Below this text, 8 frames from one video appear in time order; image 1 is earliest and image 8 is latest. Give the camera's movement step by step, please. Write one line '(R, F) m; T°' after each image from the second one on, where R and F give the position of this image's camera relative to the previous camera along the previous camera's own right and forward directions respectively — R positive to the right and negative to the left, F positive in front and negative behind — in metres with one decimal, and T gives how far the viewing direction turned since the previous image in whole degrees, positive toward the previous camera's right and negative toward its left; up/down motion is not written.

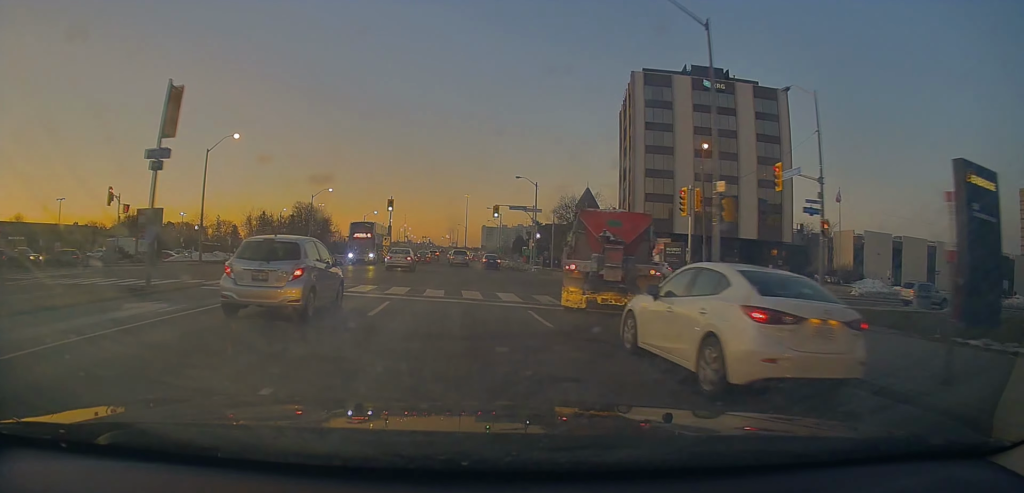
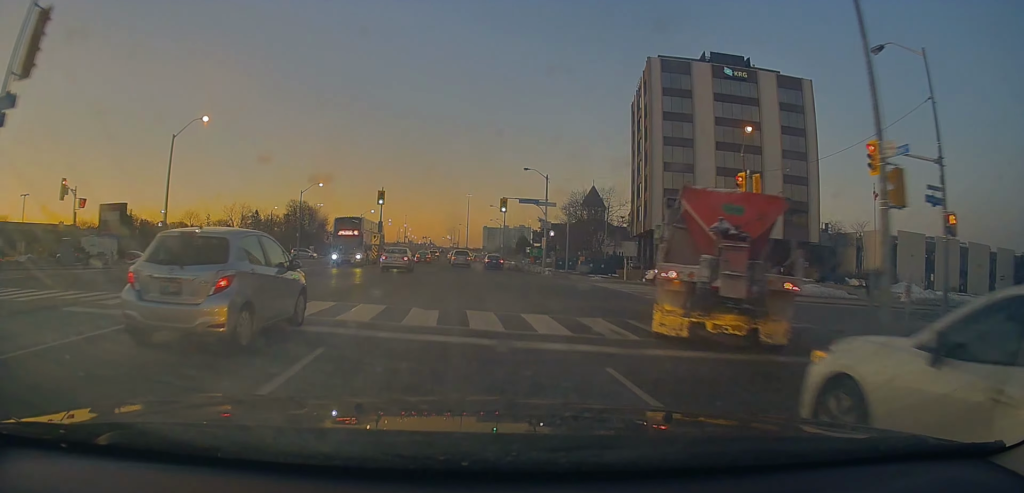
(+0.1, +7.2) m; 0°
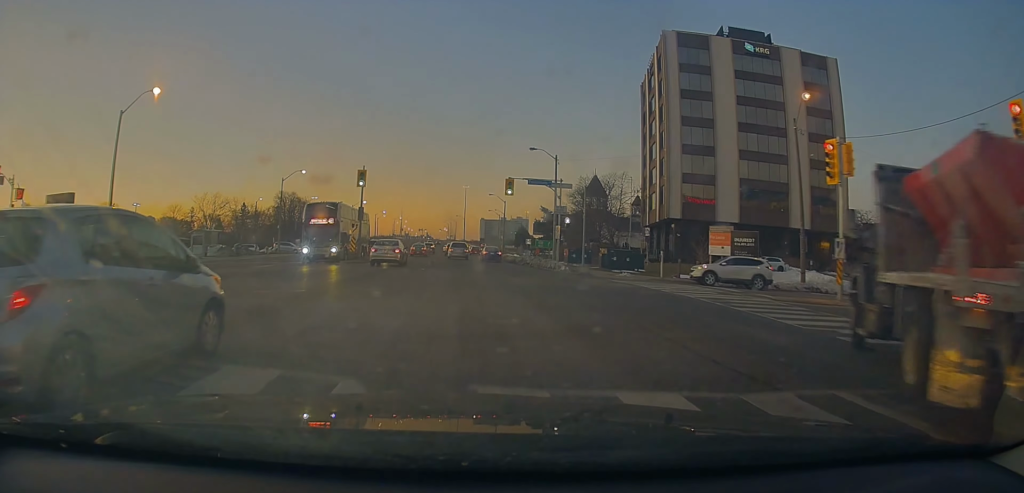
(+0.1, +7.8) m; 0°
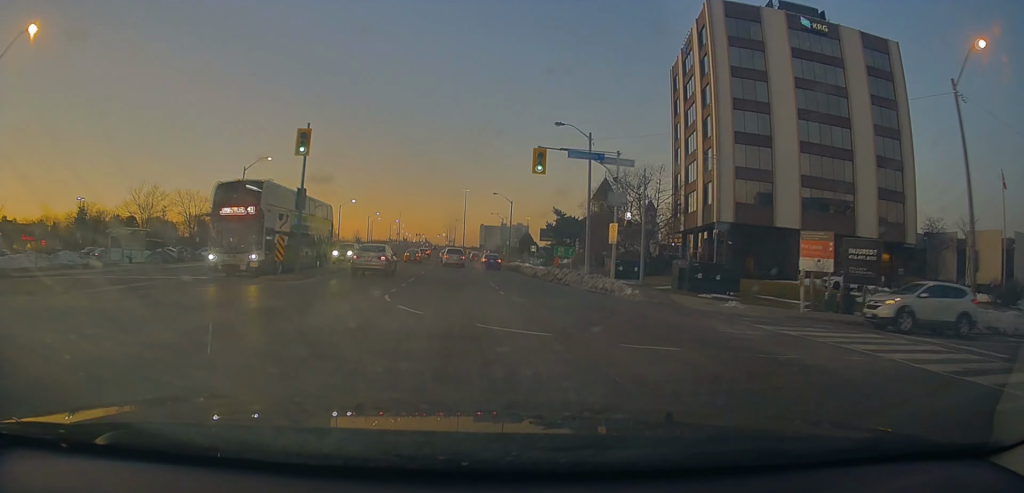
(0.0, +14.4) m; 0°
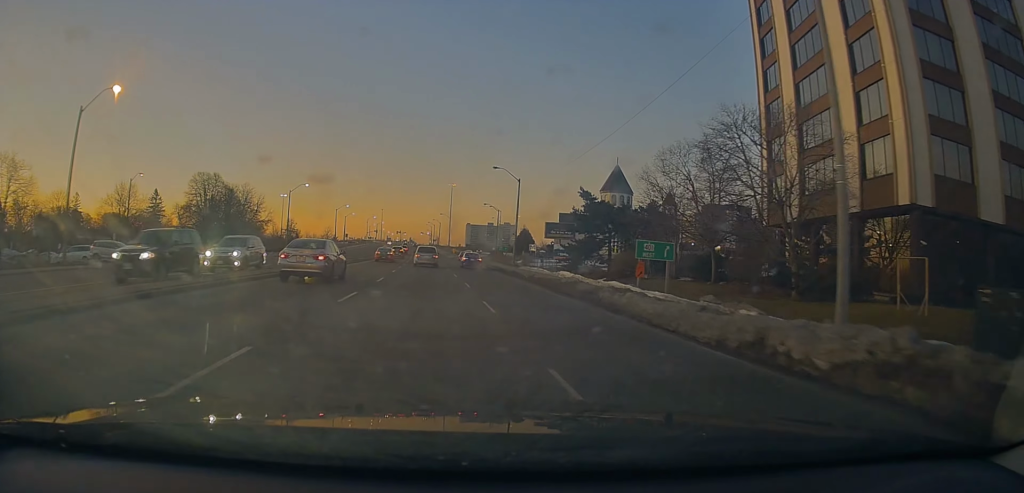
(+0.4, +29.5) m; +1°
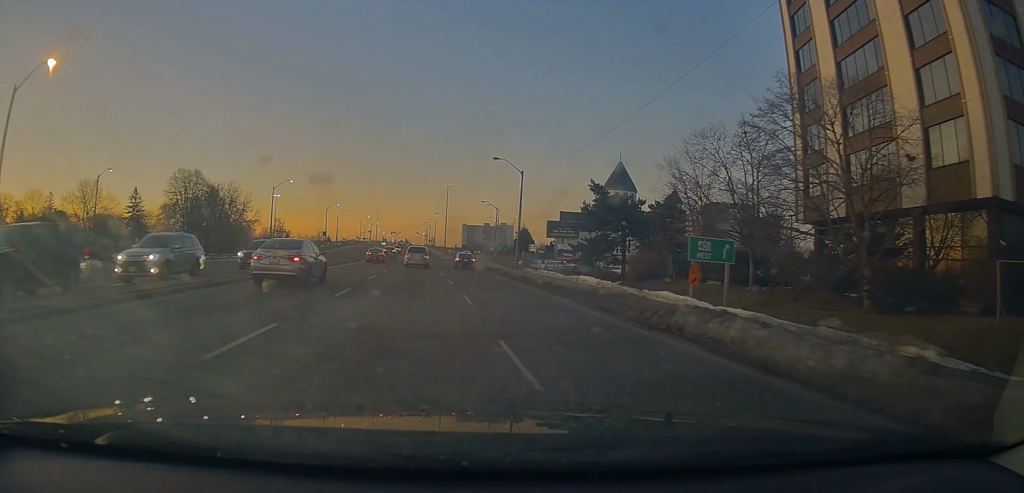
(+0.2, +7.0) m; 0°
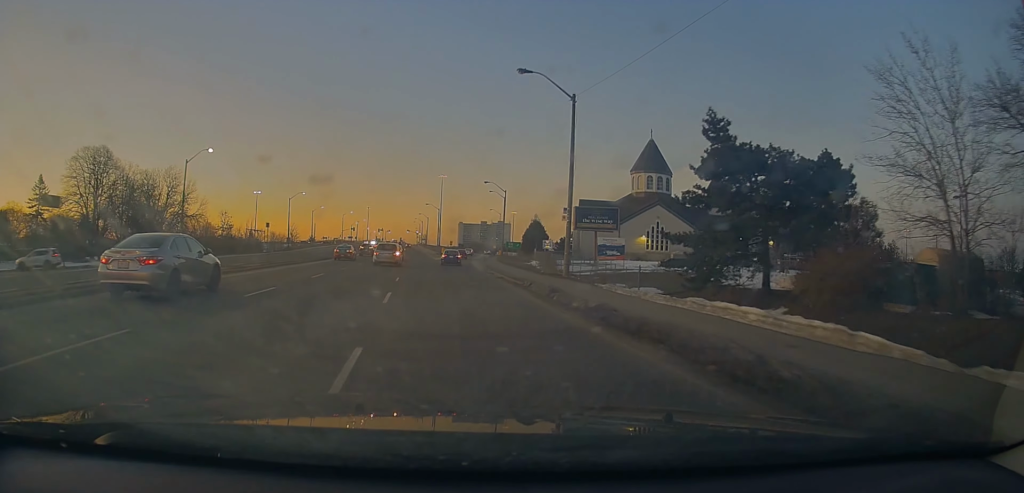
(-0.1, +29.2) m; 0°
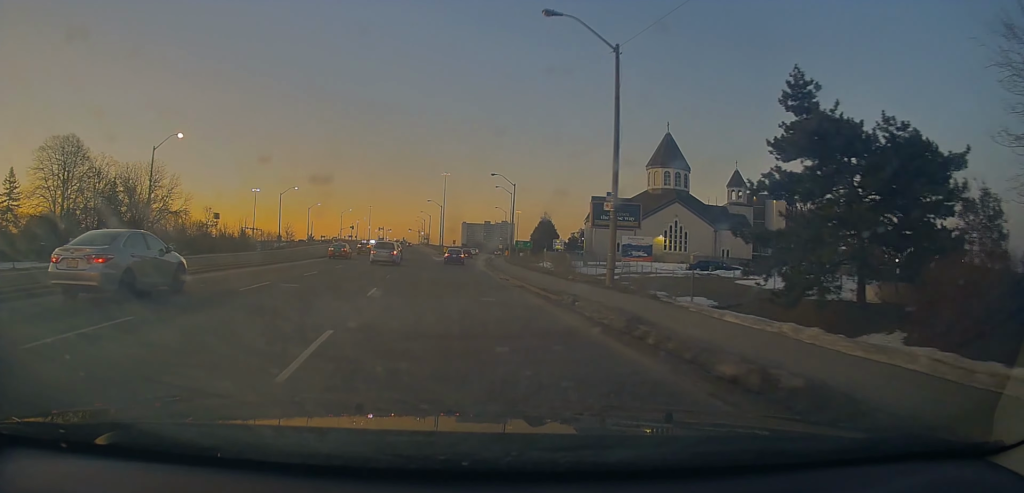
(0.0, +8.2) m; 0°
